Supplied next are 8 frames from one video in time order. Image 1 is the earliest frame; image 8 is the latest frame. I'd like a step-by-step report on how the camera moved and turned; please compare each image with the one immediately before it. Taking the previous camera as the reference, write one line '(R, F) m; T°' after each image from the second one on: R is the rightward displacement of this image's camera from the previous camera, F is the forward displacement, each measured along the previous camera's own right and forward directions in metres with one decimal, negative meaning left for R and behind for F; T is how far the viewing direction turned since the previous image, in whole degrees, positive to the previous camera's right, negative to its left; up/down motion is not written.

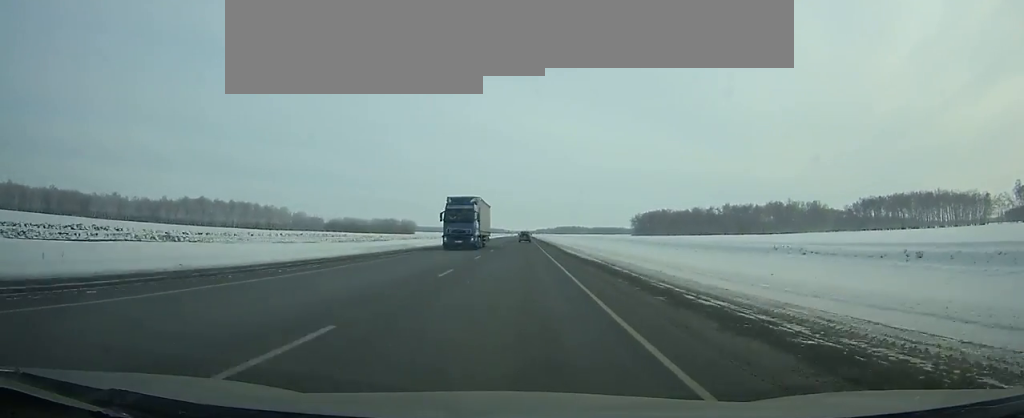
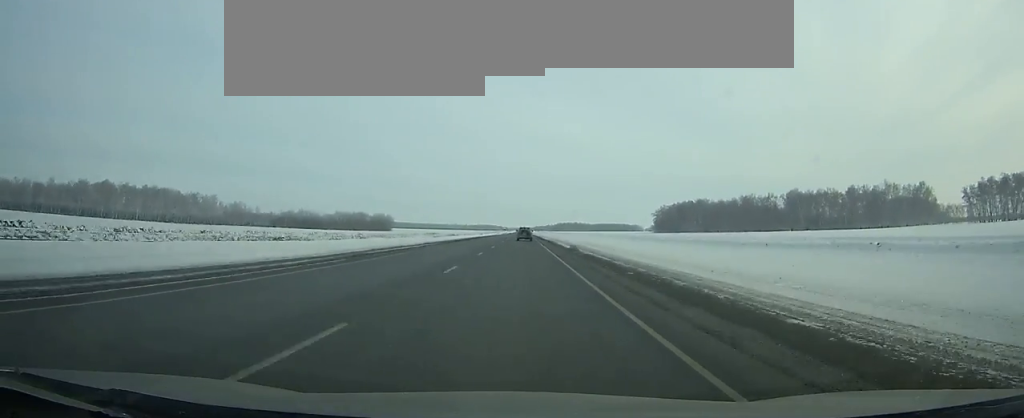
(0.0, +111.8) m; 0°
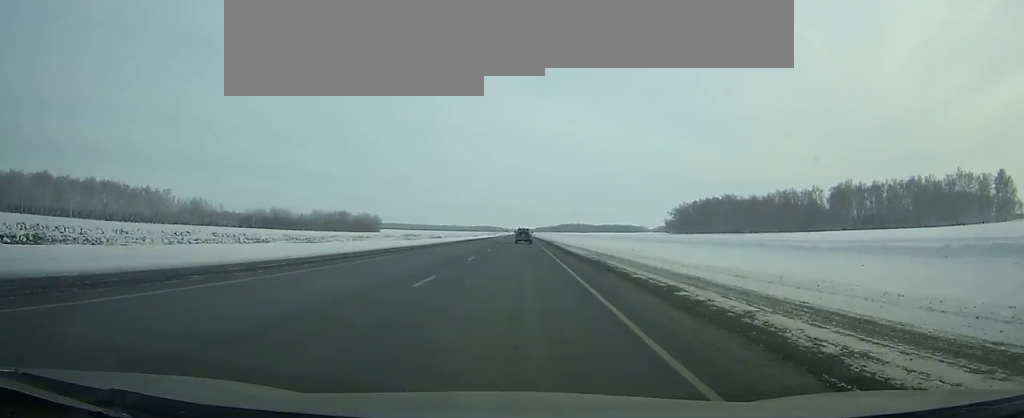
(0.0, +53.4) m; 0°
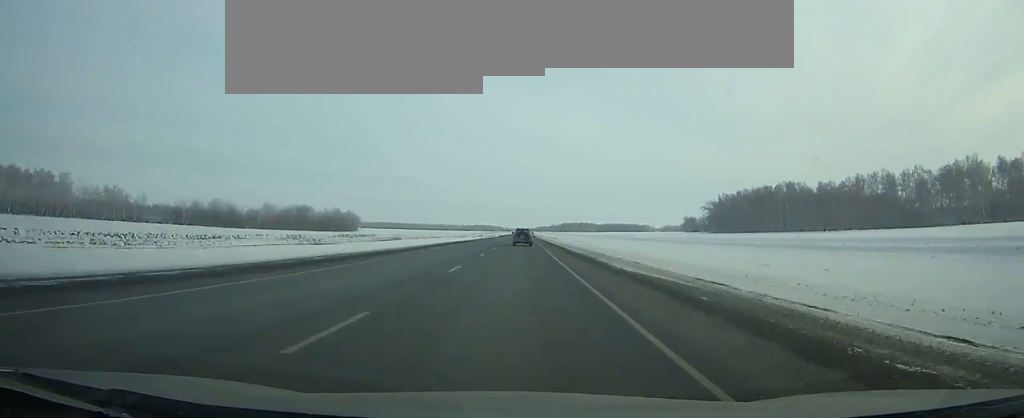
(0.0, +83.6) m; 0°
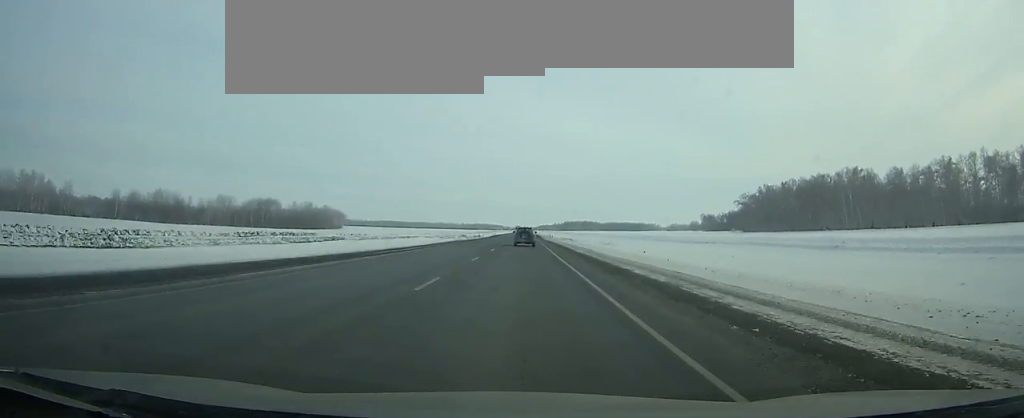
(0.0, +55.7) m; 0°
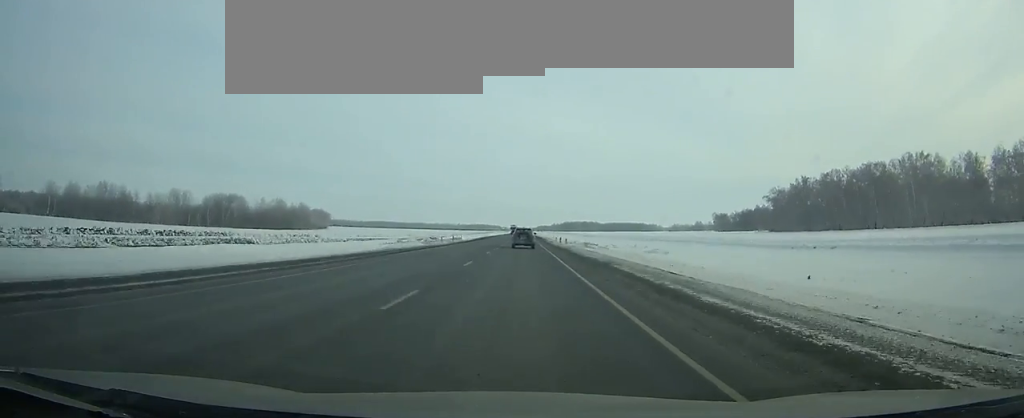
(0.0, +39.3) m; 0°
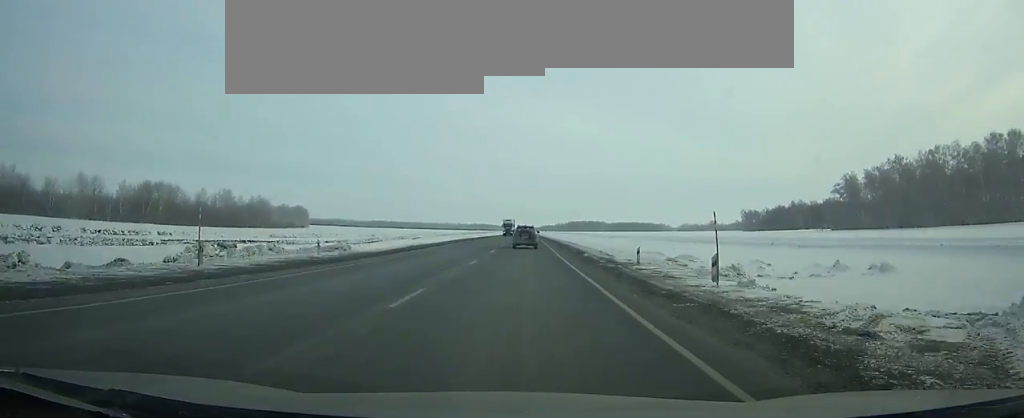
(0.0, +62.2) m; 0°
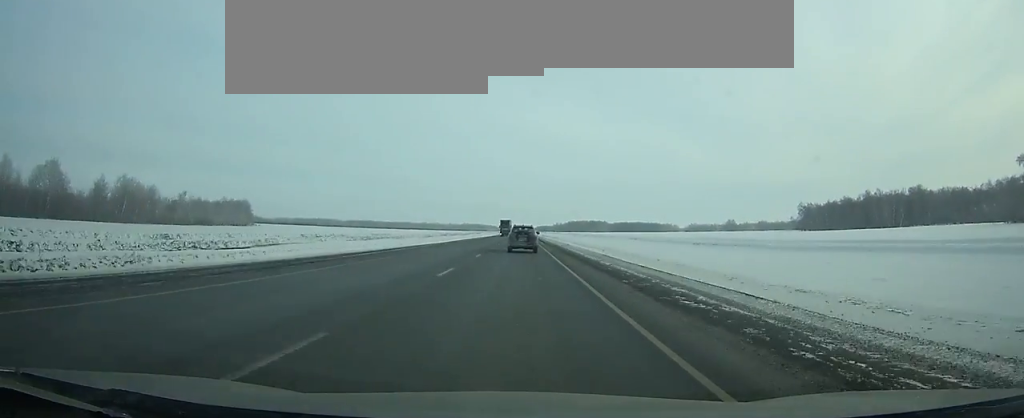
(+0.2, +102.4) m; 0°
